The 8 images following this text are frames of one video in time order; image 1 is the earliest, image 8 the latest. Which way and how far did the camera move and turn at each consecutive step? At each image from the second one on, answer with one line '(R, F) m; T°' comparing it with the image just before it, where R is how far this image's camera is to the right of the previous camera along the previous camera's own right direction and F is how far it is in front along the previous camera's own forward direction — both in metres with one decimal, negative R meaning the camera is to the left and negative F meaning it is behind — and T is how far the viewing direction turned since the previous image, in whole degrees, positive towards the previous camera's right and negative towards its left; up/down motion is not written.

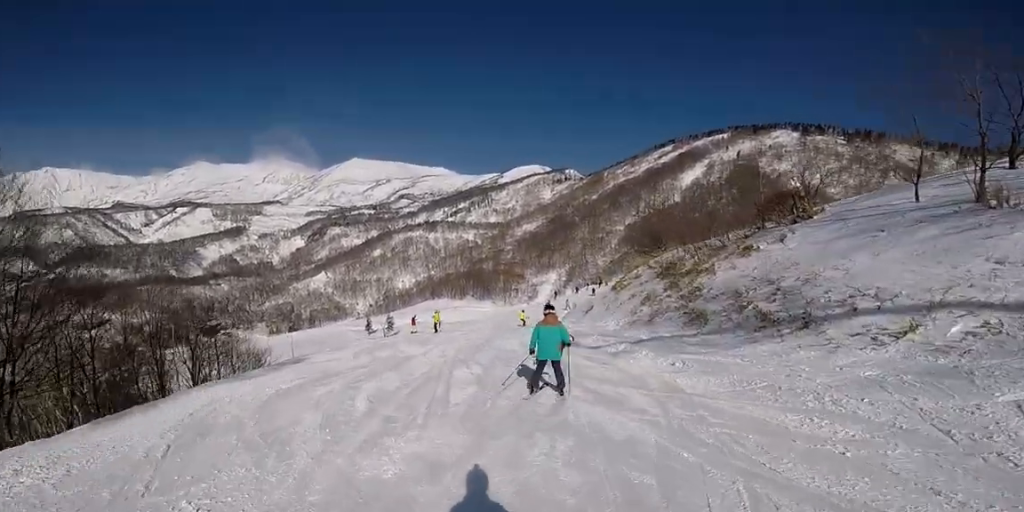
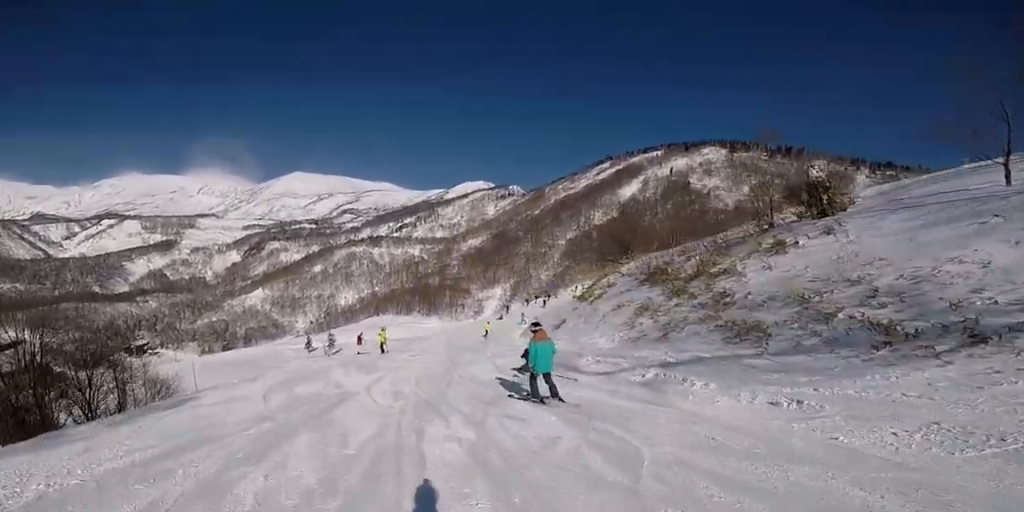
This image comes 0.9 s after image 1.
(-0.5, +4.9) m; -1°
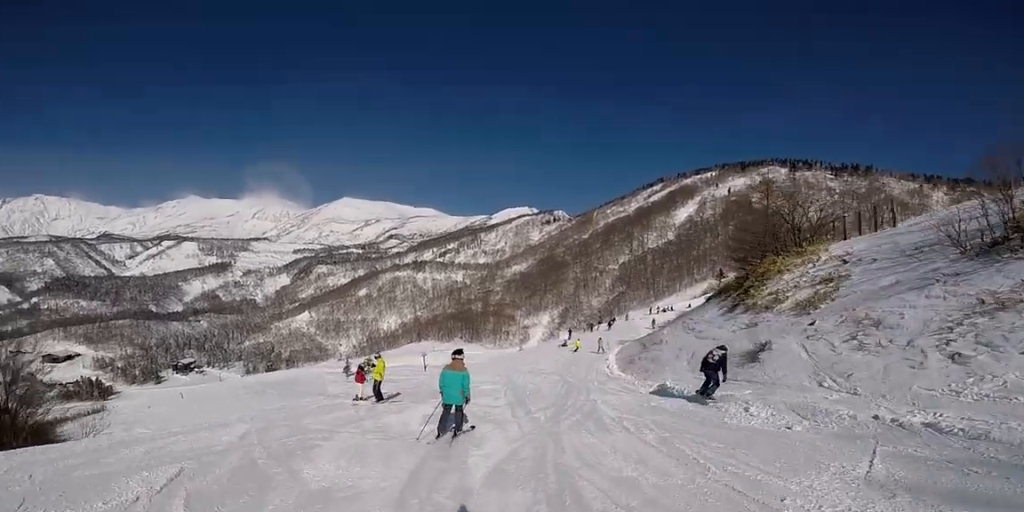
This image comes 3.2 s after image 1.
(+2.3, +12.8) m; +8°
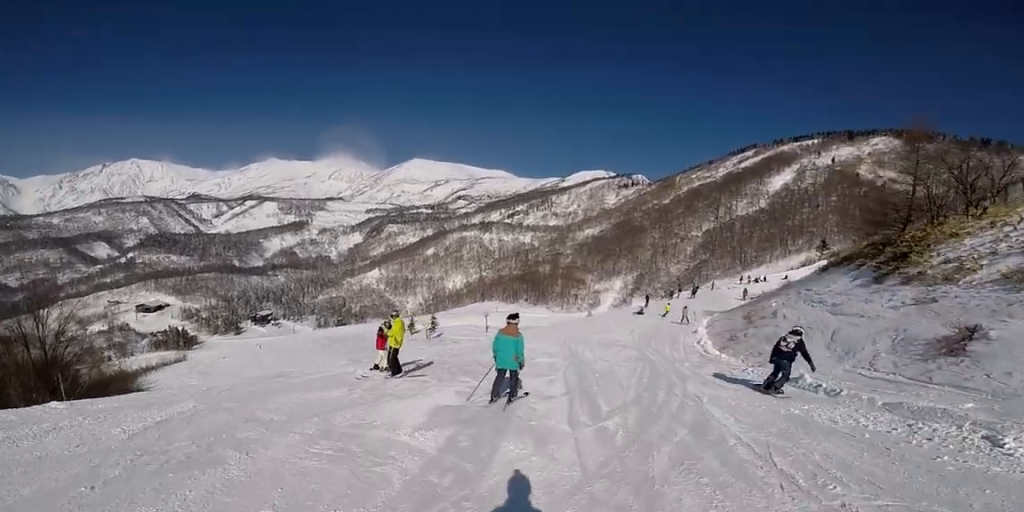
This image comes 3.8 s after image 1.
(-0.3, +3.4) m; -2°
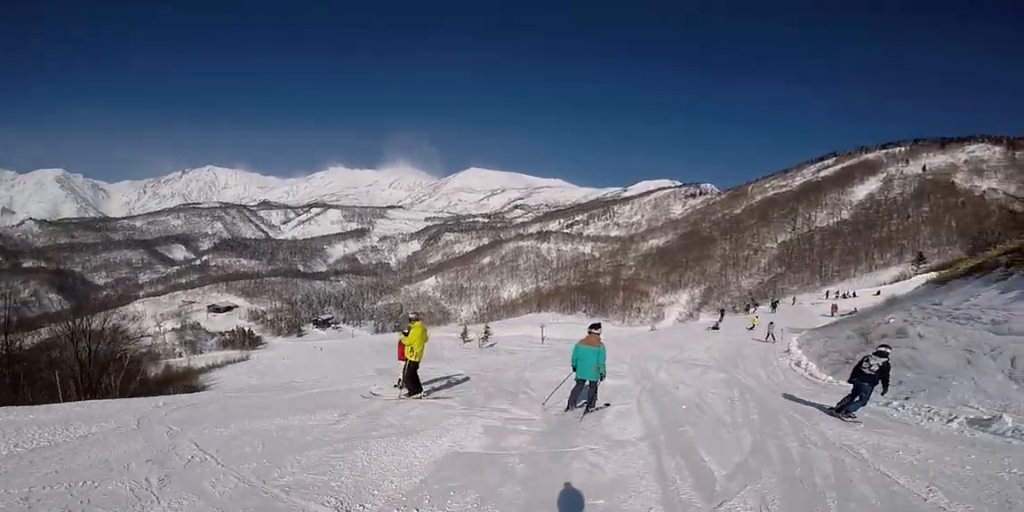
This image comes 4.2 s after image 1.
(-0.3, +2.3) m; -1°
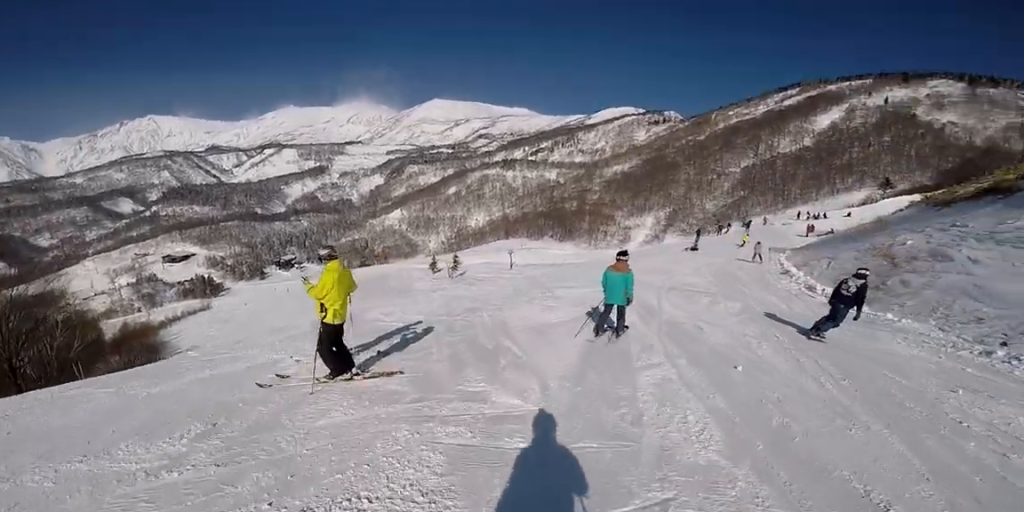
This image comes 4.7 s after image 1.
(+0.1, +2.7) m; +4°
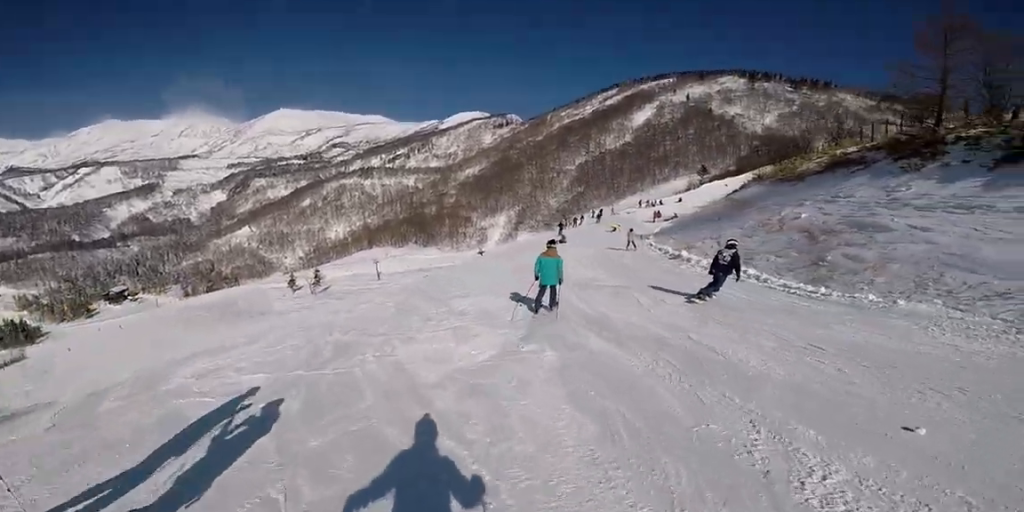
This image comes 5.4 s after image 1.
(+0.3, +3.8) m; +8°
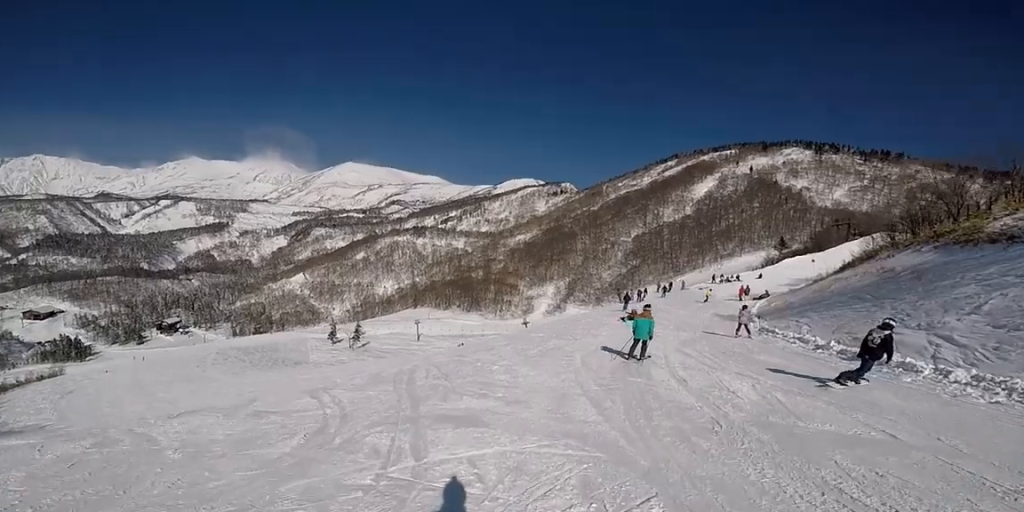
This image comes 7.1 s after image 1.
(+1.2, +8.7) m; -1°
